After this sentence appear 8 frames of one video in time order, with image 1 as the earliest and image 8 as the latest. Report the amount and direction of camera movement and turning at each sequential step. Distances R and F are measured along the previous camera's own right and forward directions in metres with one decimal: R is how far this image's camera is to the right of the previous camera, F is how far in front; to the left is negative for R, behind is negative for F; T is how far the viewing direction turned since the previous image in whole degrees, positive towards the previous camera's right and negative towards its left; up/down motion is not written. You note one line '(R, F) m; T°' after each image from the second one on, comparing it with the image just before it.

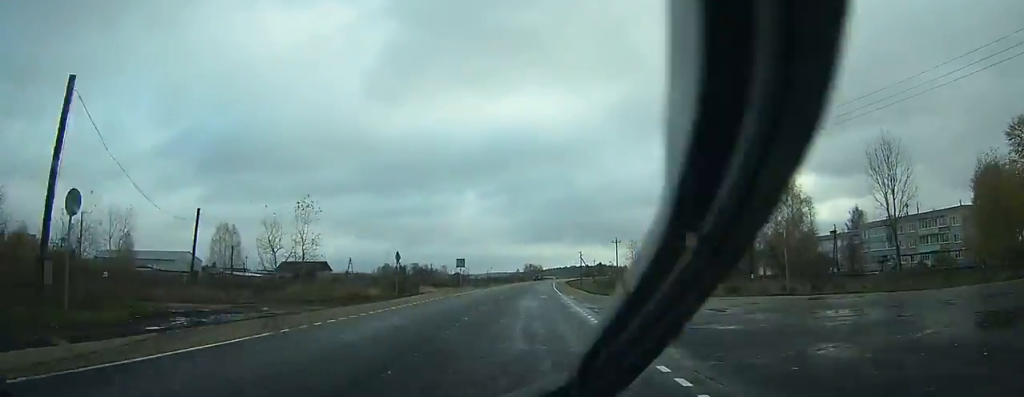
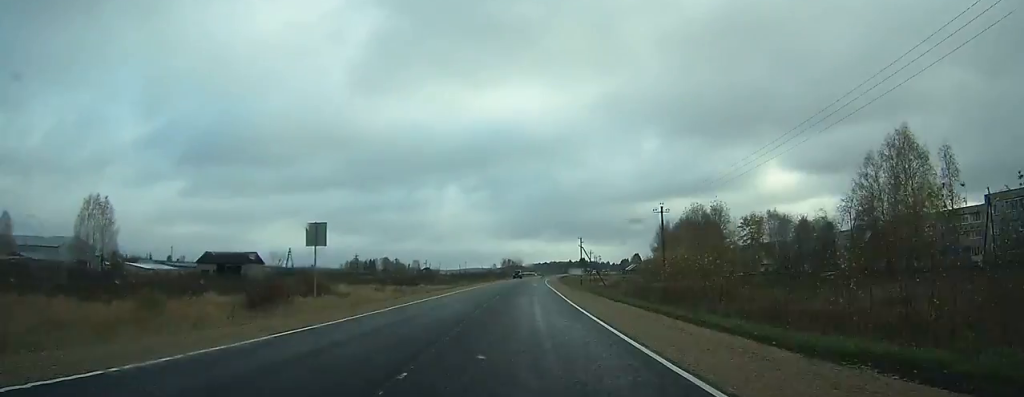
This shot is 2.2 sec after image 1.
(+0.4, +43.7) m; +2°
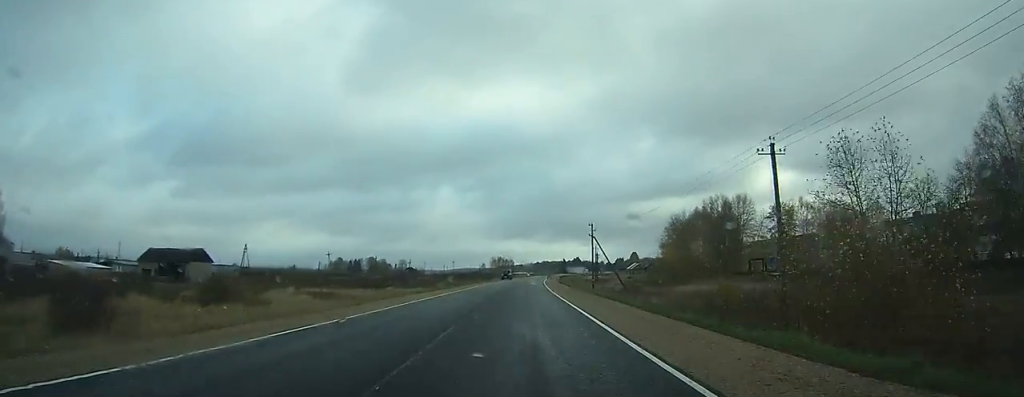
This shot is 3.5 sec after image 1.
(+0.4, +26.8) m; +1°
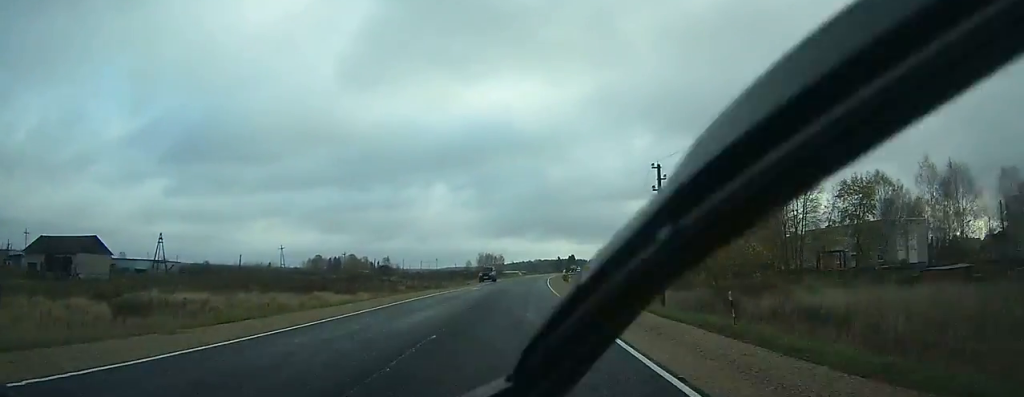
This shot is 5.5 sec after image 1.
(+0.6, +39.0) m; +1°
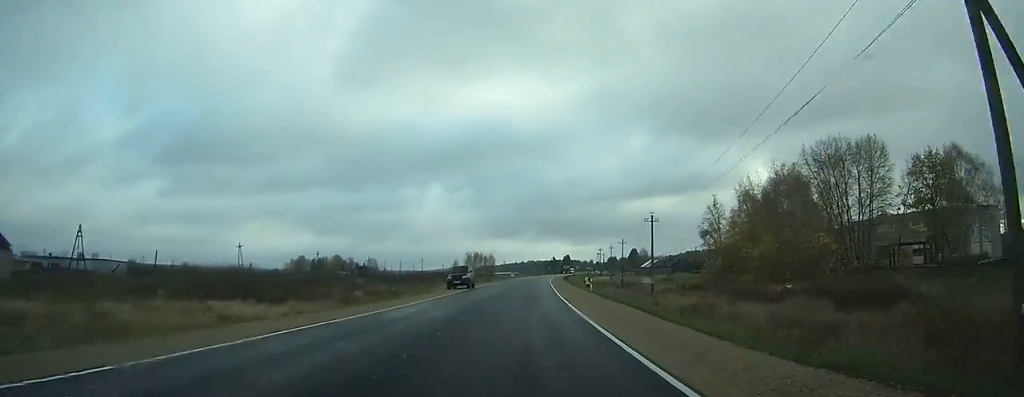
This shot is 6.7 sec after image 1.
(+0.1, +25.7) m; +1°
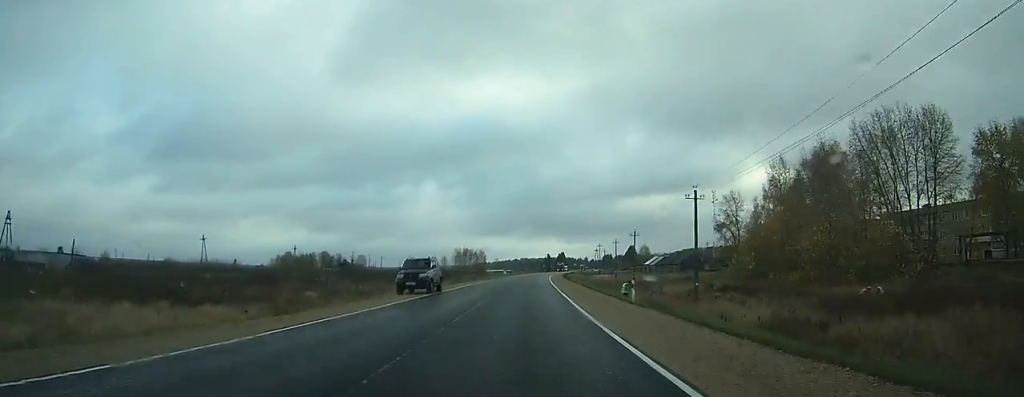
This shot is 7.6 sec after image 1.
(+0.1, +17.6) m; 0°
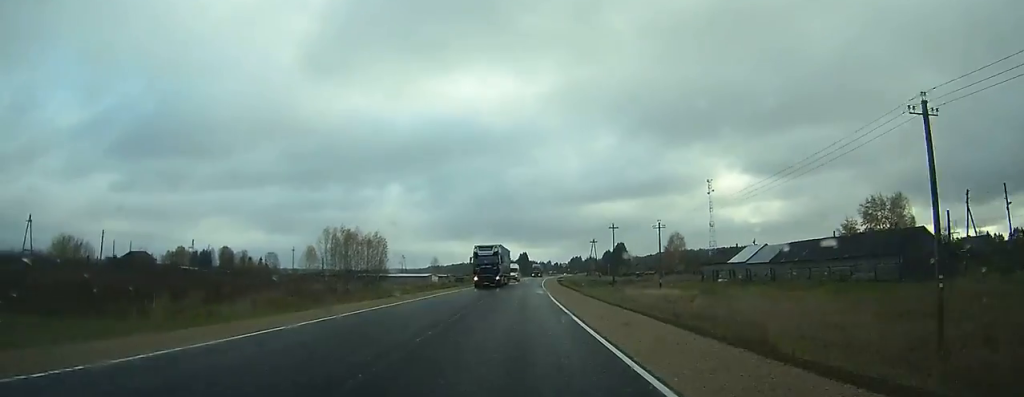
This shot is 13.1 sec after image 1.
(+3.1, +112.4) m; +3°
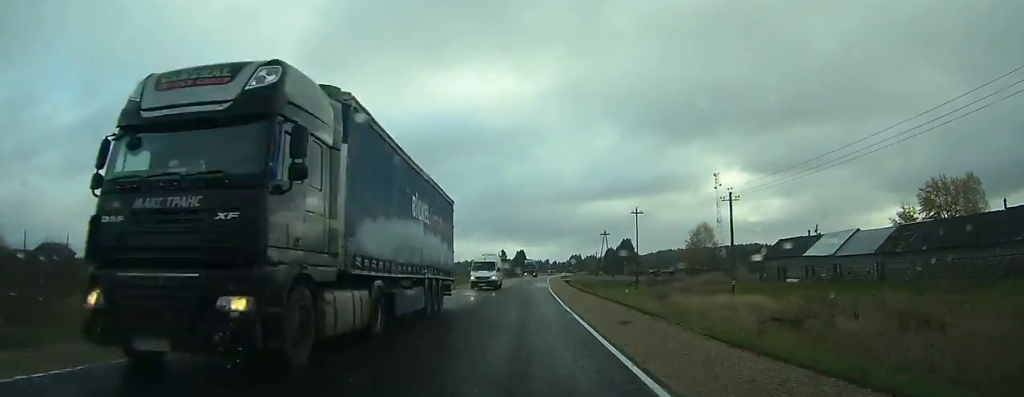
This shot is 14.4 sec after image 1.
(+0.1, +25.9) m; +1°
